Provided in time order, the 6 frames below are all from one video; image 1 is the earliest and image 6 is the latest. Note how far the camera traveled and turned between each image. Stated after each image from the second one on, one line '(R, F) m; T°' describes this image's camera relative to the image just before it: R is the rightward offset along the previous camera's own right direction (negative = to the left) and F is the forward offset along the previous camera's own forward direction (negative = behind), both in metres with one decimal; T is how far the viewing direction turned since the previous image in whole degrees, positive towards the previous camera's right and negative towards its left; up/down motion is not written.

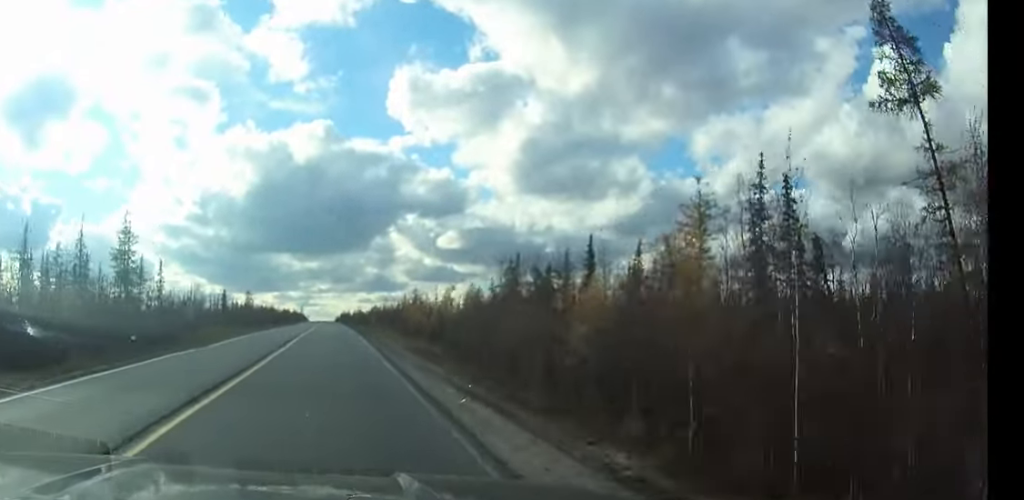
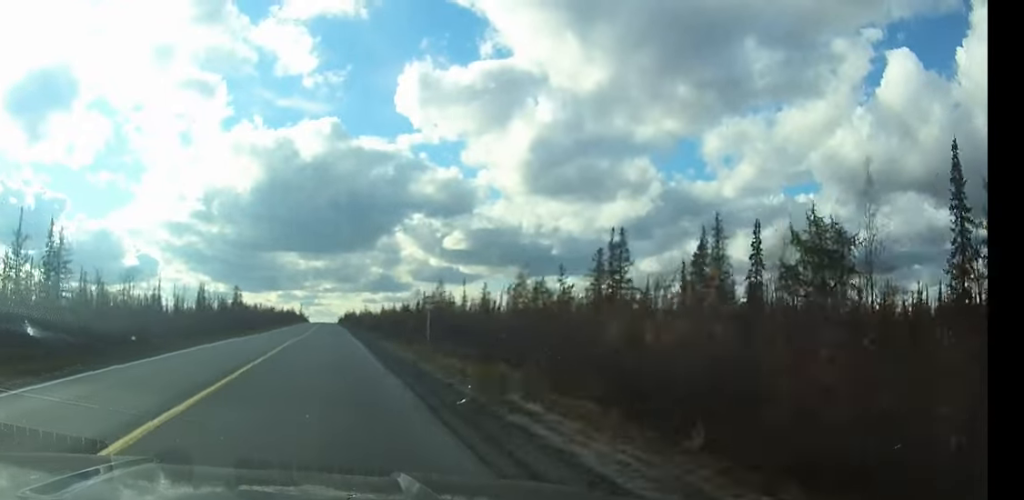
(-0.3, +44.3) m; -1°
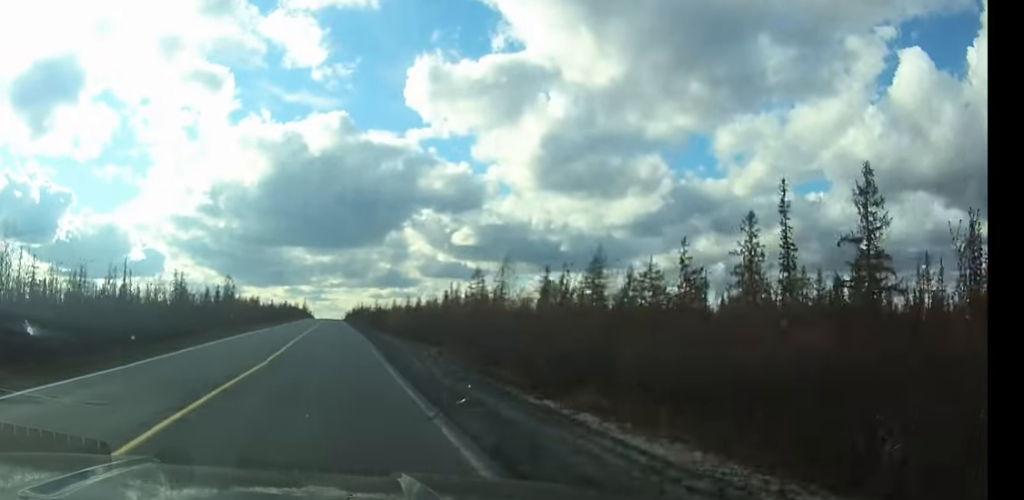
(-0.1, +36.2) m; 0°
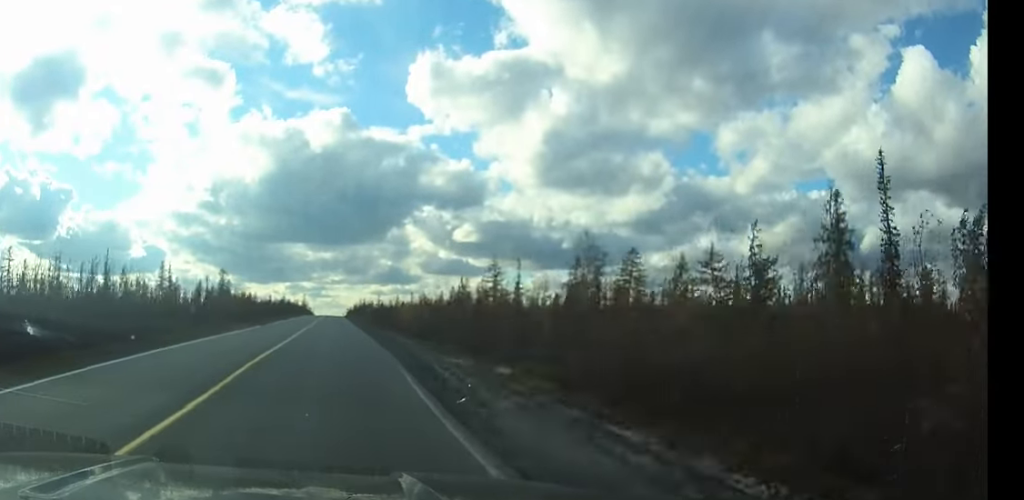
(0.0, +12.7) m; 0°
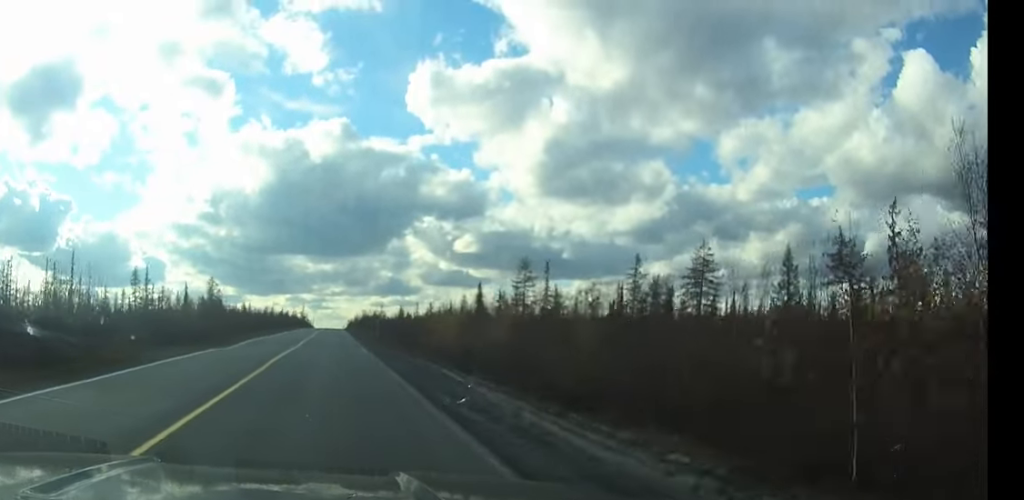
(0.0, +18.2) m; 0°
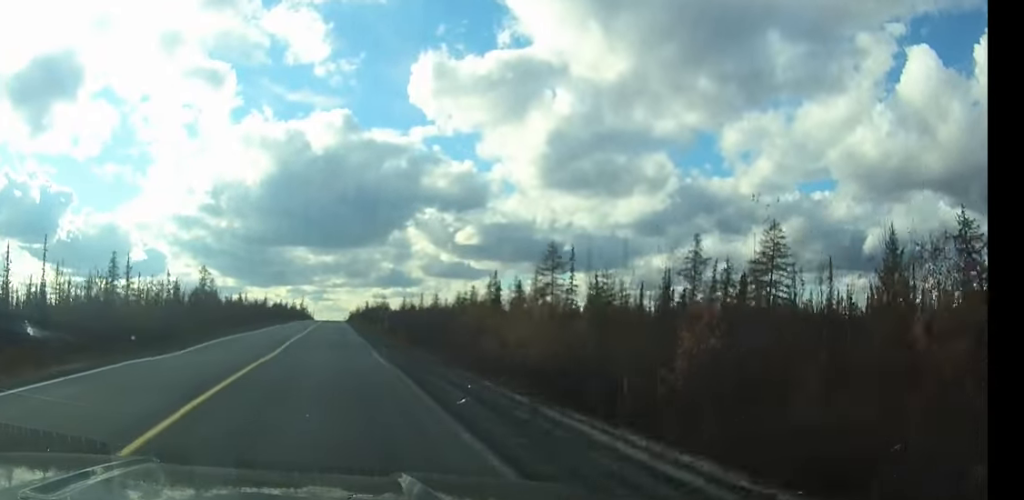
(0.0, +12.4) m; 0°
